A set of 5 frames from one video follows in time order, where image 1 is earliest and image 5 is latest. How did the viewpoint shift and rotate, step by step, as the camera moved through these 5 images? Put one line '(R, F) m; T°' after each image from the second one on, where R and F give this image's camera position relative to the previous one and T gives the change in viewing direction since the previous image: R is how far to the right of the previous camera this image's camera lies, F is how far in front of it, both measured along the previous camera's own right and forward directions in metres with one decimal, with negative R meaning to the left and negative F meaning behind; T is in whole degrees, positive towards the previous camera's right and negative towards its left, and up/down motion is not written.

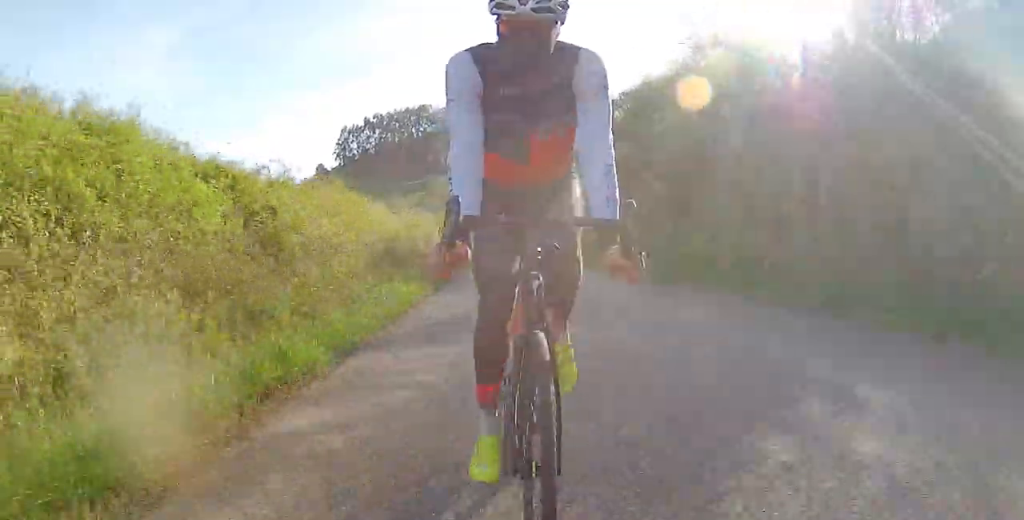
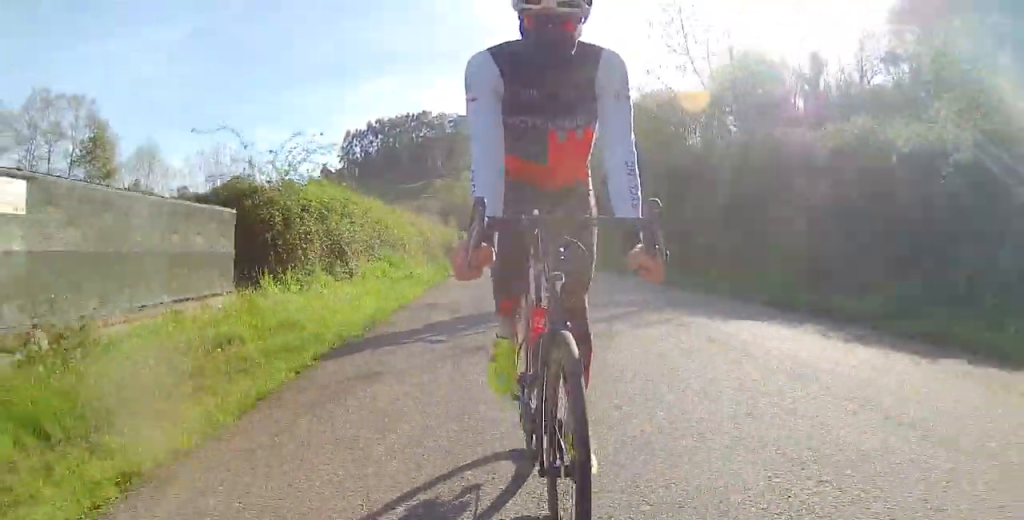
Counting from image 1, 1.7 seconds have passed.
(-0.4, +20.1) m; -1°
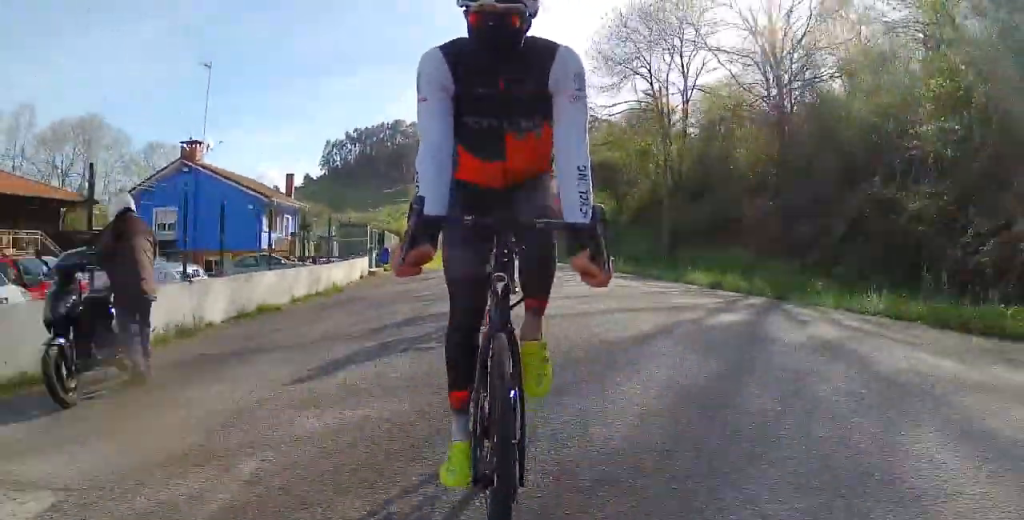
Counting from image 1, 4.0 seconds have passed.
(+1.1, +27.7) m; +4°
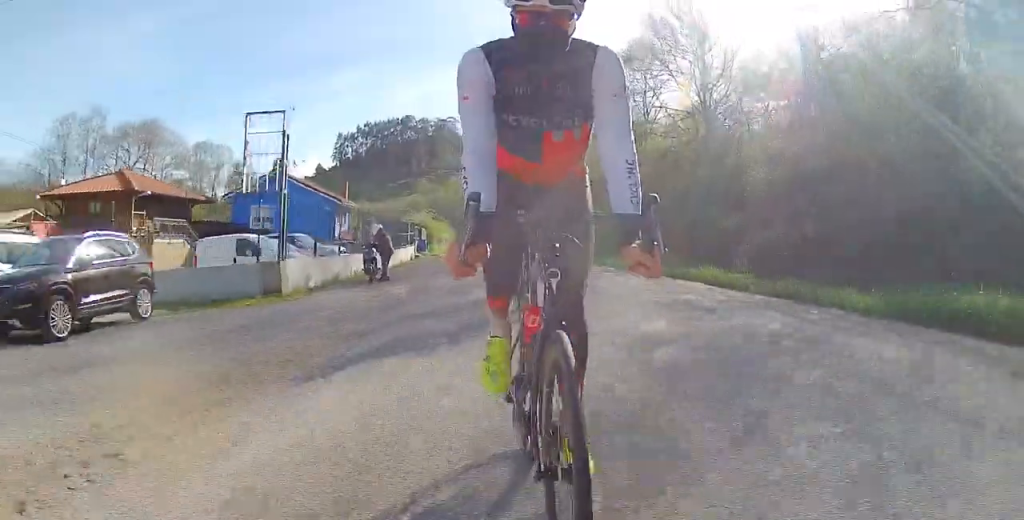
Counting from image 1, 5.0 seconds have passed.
(0.0, +11.8) m; -1°
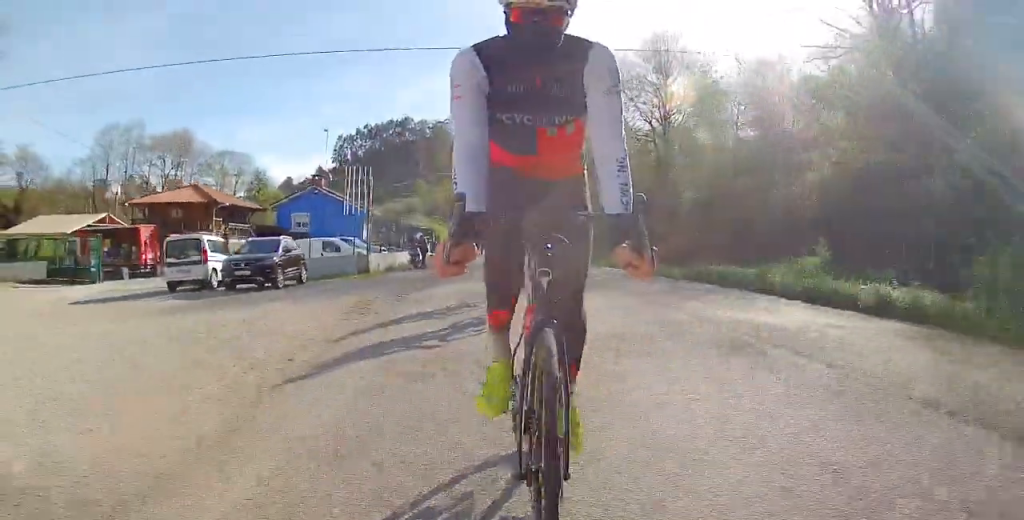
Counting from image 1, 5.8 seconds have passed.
(-0.1, +9.1) m; +1°
